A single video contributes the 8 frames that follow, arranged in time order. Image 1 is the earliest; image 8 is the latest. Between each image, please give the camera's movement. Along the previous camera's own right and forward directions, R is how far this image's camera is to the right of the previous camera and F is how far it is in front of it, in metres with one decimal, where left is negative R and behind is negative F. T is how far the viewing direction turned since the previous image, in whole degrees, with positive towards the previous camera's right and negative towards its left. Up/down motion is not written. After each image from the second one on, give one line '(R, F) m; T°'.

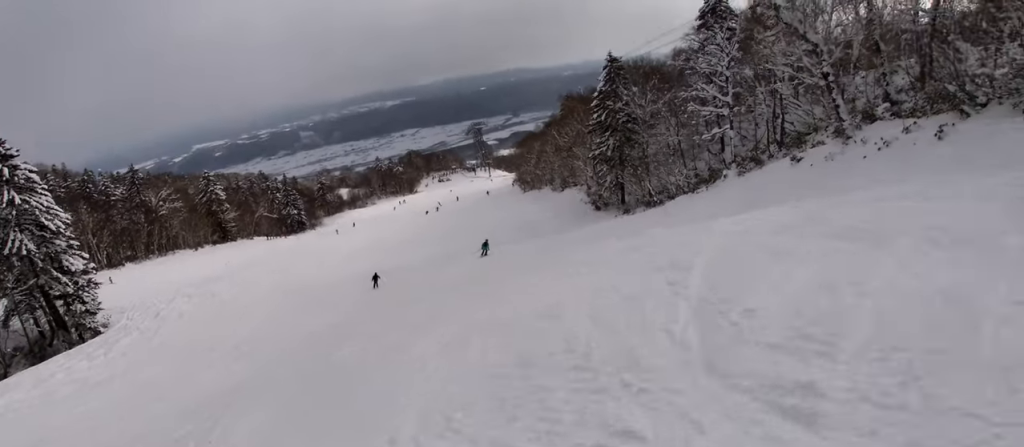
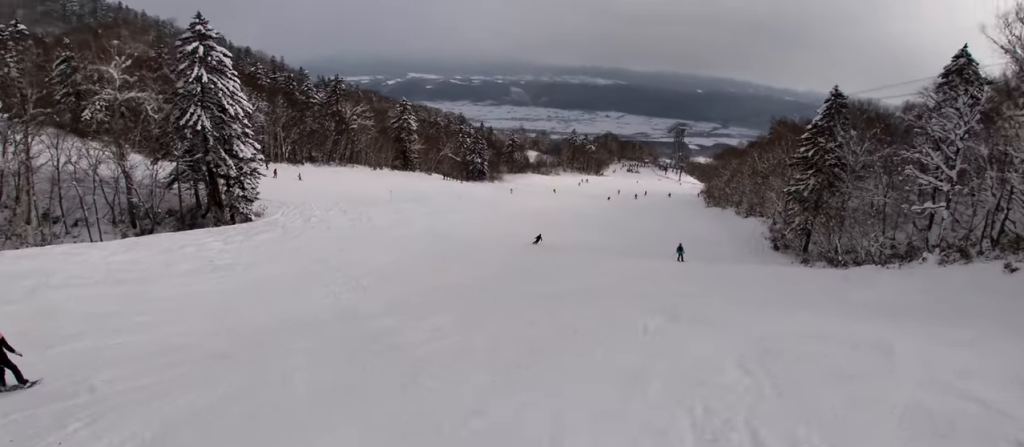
(+0.7, +3.3) m; -2°
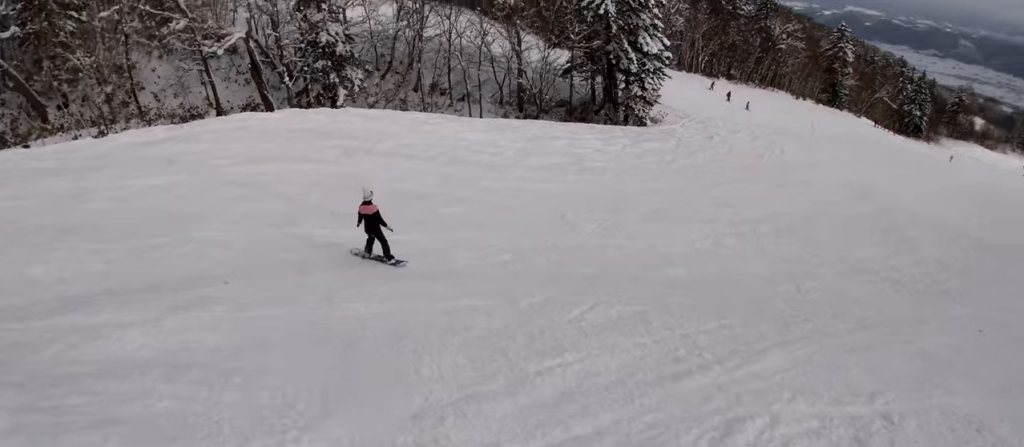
(-4.6, +7.2) m; -31°
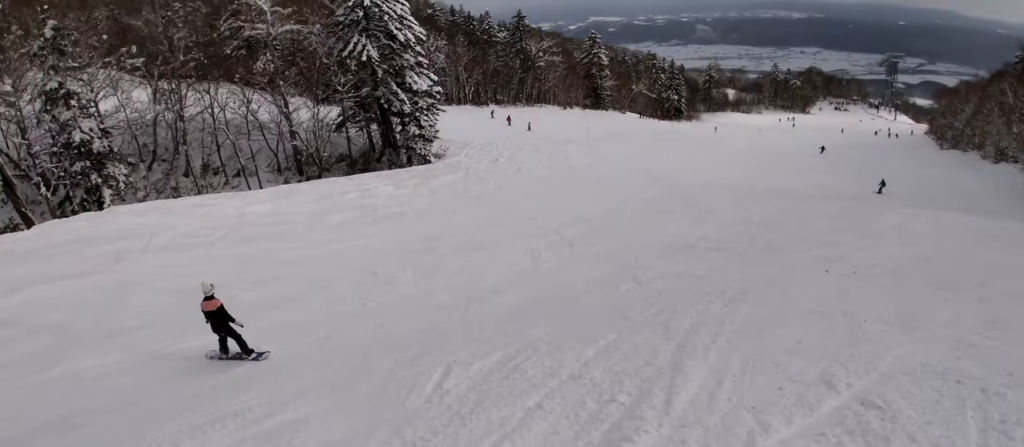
(+0.2, +1.9) m; +10°
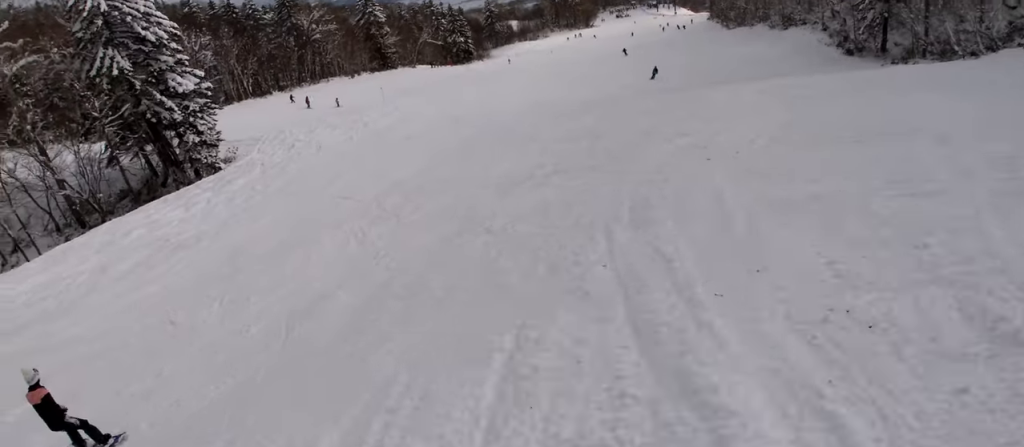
(+0.4, +3.2) m; +12°
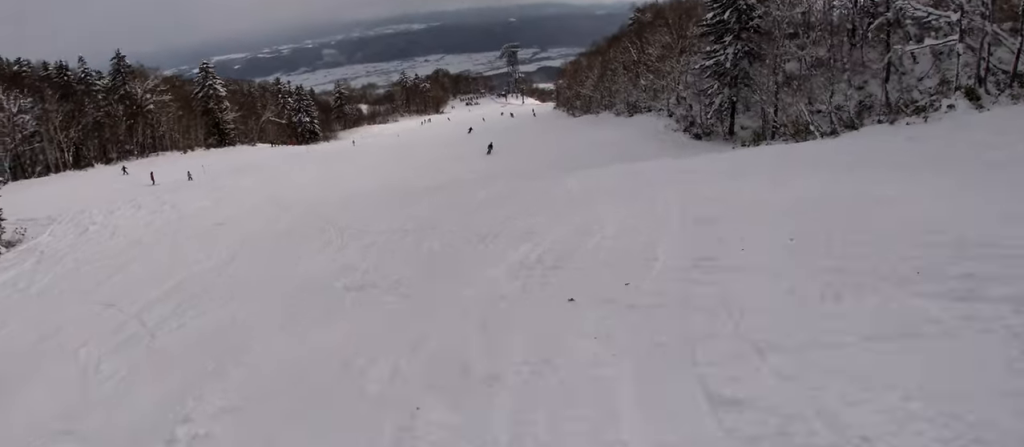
(+0.7, +5.0) m; +5°
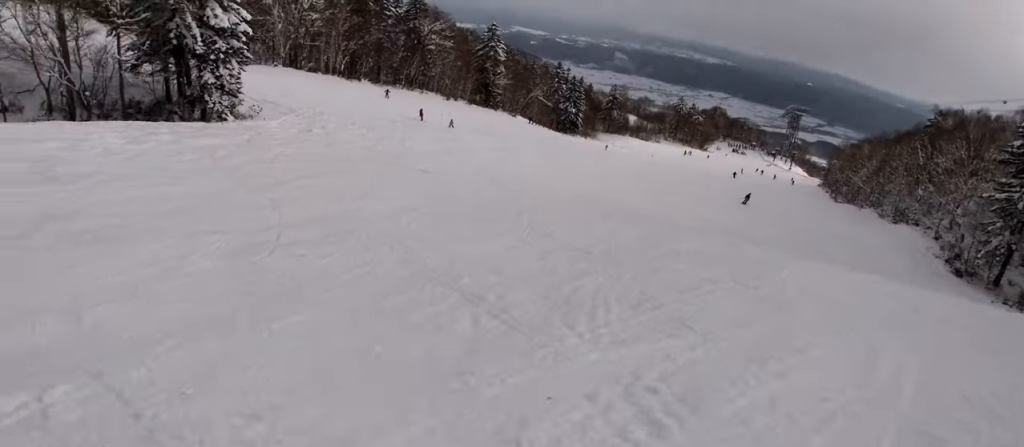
(+0.2, +3.4) m; -3°
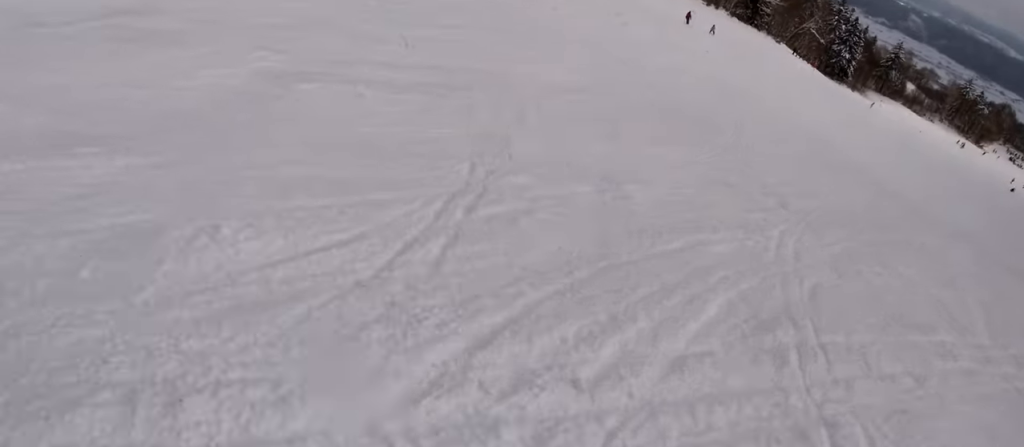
(-0.9, +5.3) m; -10°
